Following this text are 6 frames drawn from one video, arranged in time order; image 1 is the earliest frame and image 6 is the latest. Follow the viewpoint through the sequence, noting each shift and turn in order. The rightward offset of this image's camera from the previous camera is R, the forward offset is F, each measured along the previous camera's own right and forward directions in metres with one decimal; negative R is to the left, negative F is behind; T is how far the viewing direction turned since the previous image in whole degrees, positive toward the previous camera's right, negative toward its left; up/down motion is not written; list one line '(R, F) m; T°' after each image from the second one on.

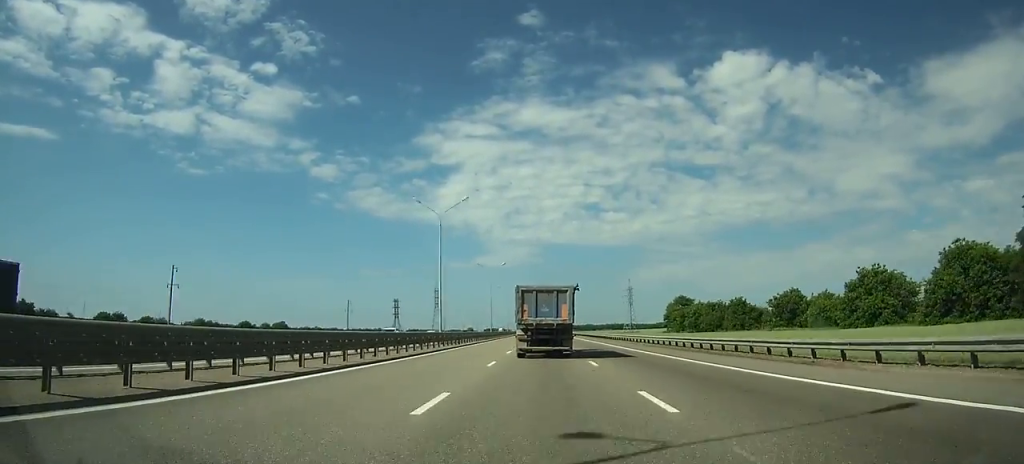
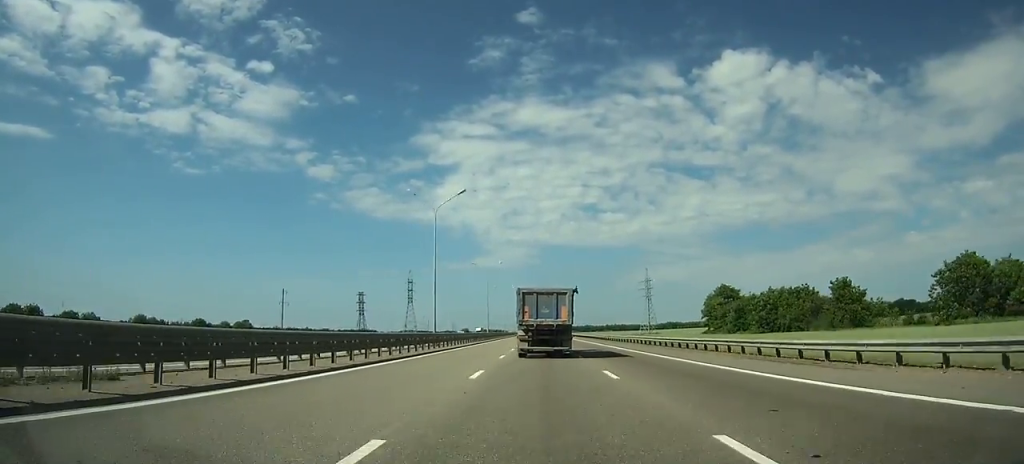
(+0.1, +50.8) m; 0°
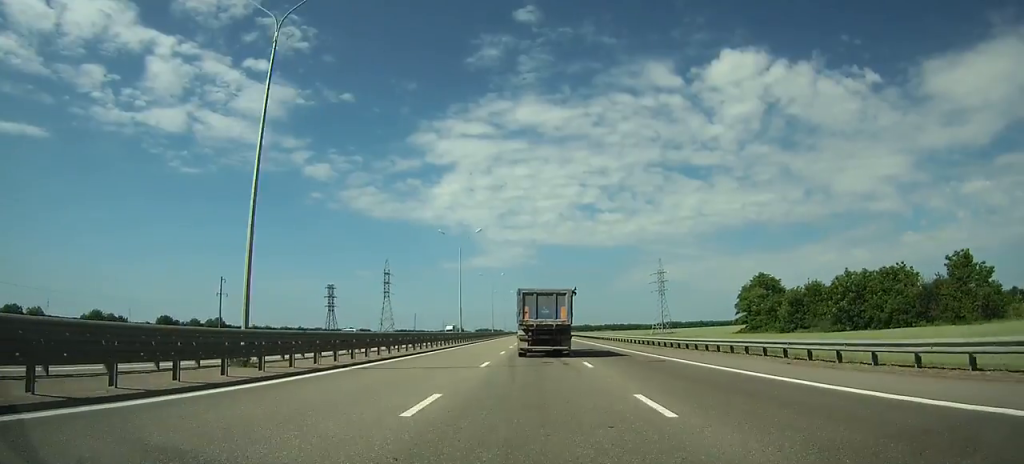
(0.0, +30.8) m; 0°
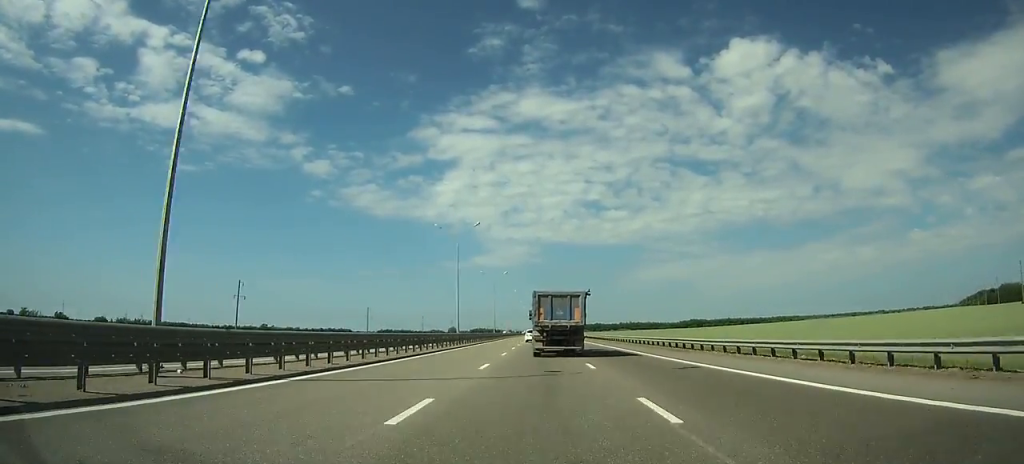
(-0.6, +207.1) m; 0°
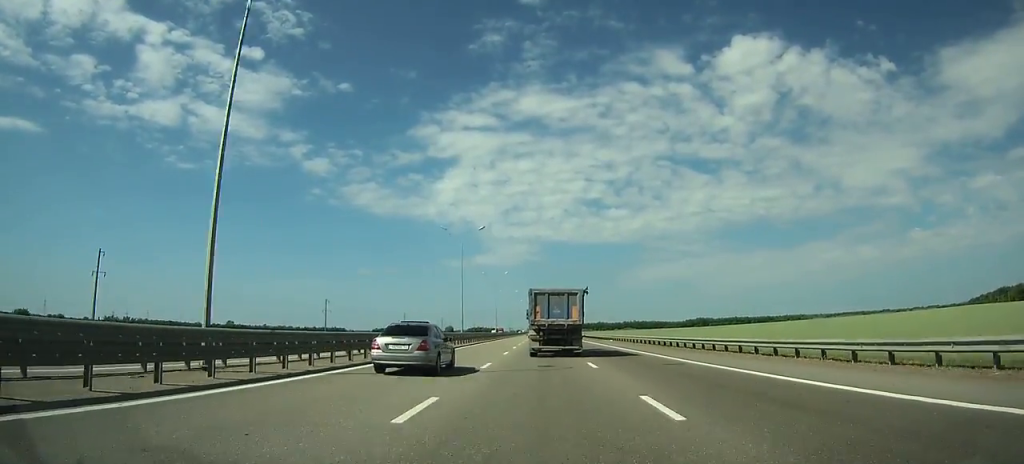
(0.0, +46.4) m; 0°
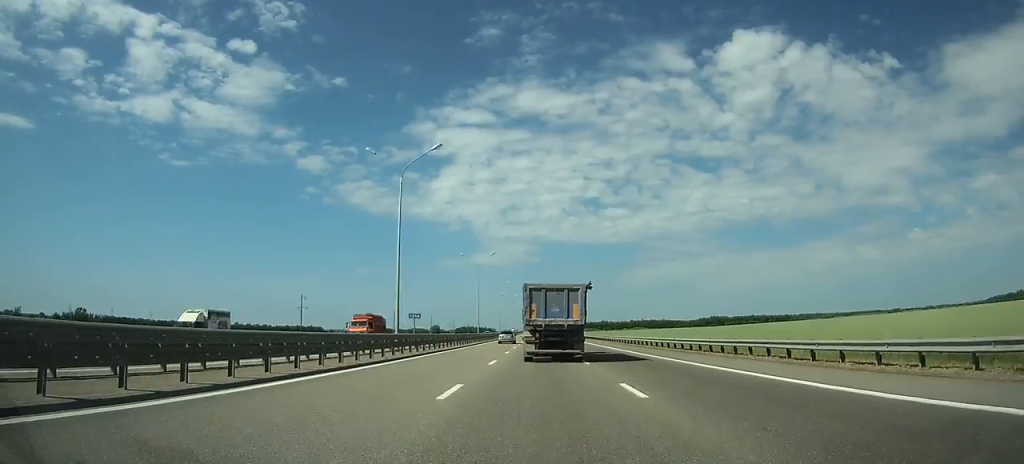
(+0.3, +125.3) m; 0°
